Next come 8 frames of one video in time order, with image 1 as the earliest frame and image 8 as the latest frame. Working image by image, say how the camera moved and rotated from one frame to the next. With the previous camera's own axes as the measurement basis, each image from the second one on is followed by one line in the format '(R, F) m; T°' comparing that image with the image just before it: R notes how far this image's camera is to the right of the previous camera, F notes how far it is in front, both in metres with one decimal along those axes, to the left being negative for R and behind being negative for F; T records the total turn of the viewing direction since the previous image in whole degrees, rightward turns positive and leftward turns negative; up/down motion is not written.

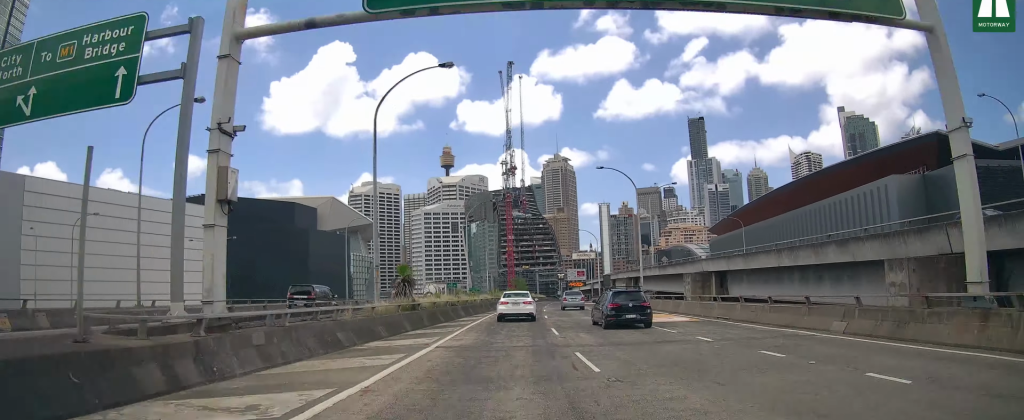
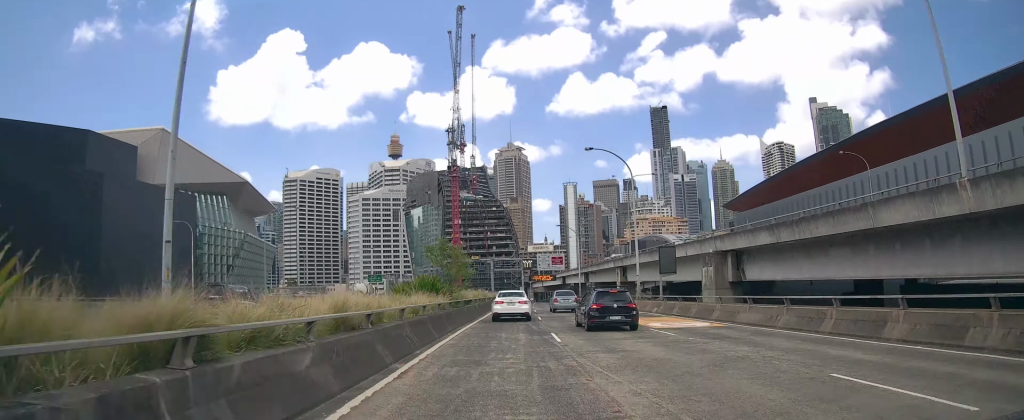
(+2.0, +51.3) m; +4°
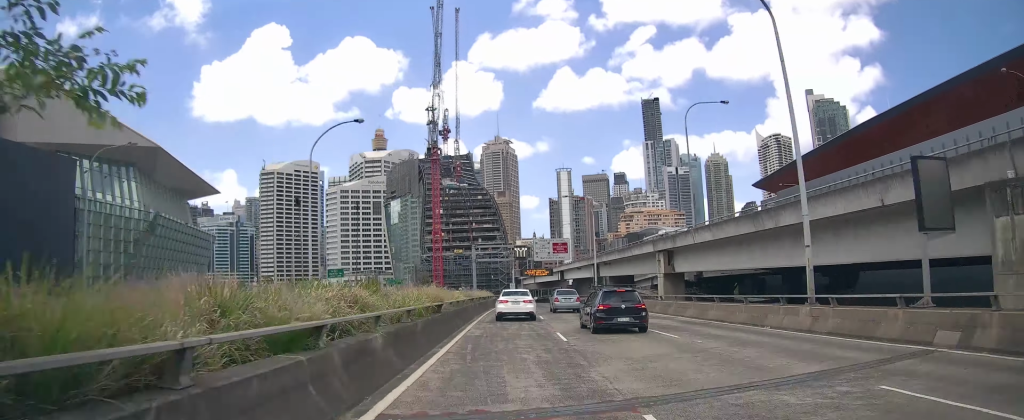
(+0.2, +24.4) m; +2°
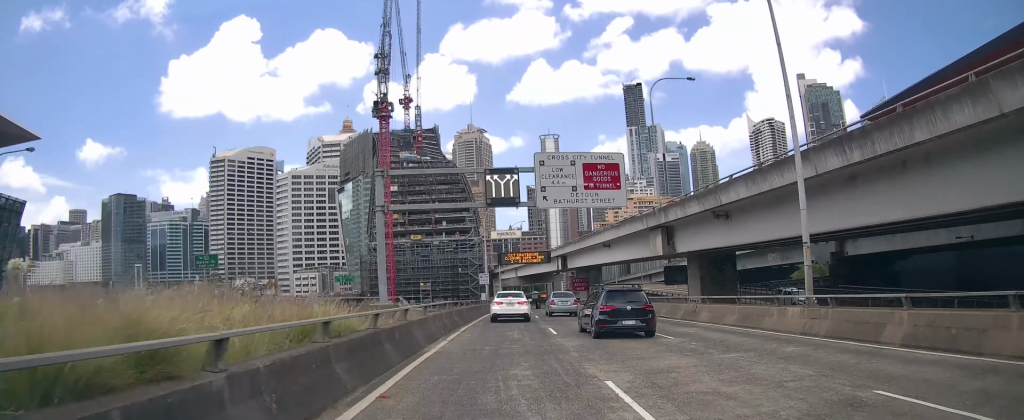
(+1.3, +46.0) m; +3°
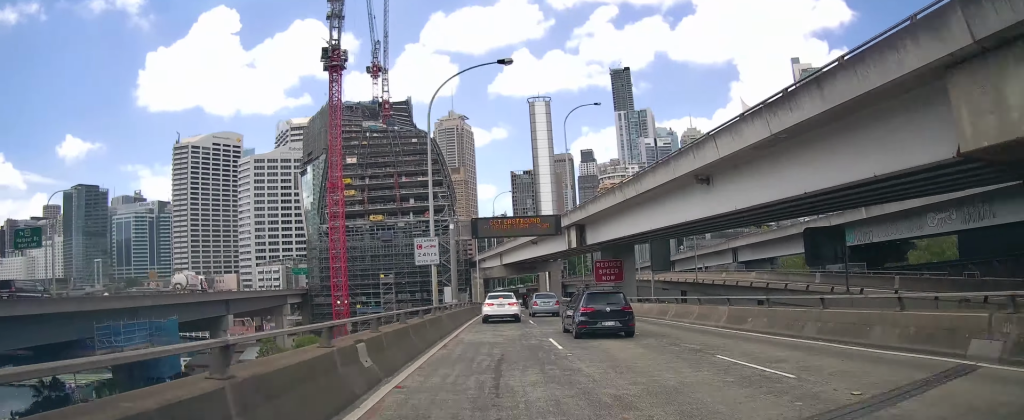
(+0.6, +31.4) m; +1°
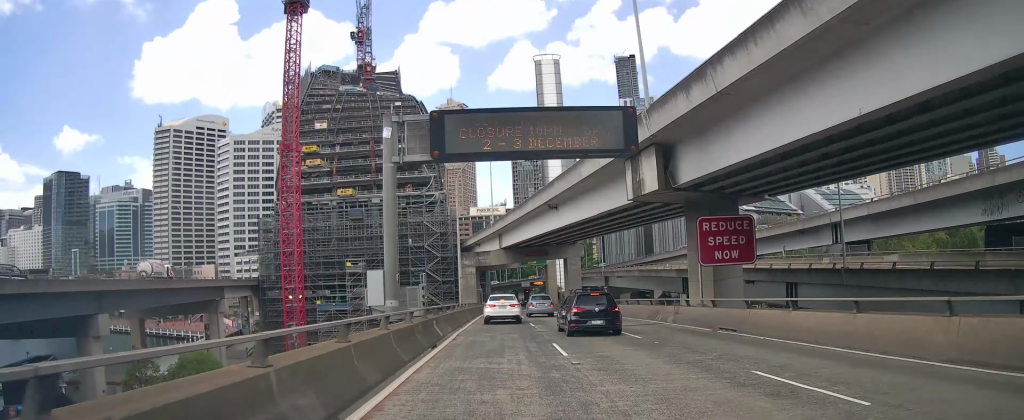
(+0.2, +27.0) m; 0°
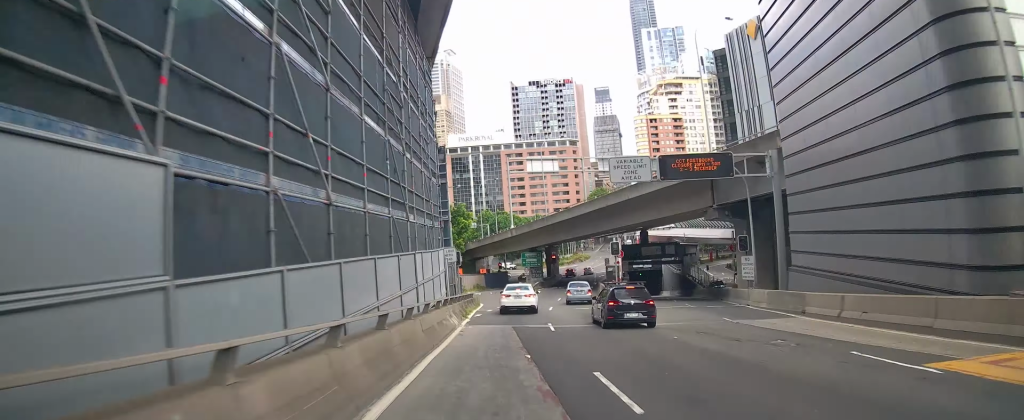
(+1.1, +113.3) m; +3°
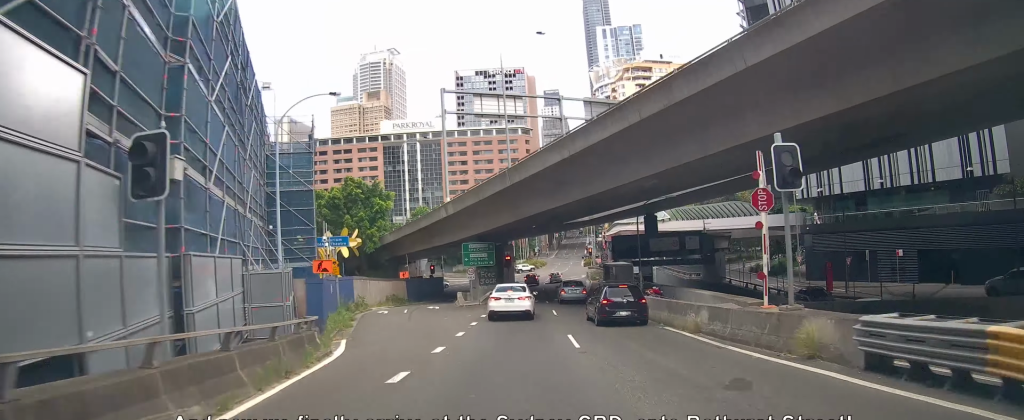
(+0.6, +26.9) m; 0°
